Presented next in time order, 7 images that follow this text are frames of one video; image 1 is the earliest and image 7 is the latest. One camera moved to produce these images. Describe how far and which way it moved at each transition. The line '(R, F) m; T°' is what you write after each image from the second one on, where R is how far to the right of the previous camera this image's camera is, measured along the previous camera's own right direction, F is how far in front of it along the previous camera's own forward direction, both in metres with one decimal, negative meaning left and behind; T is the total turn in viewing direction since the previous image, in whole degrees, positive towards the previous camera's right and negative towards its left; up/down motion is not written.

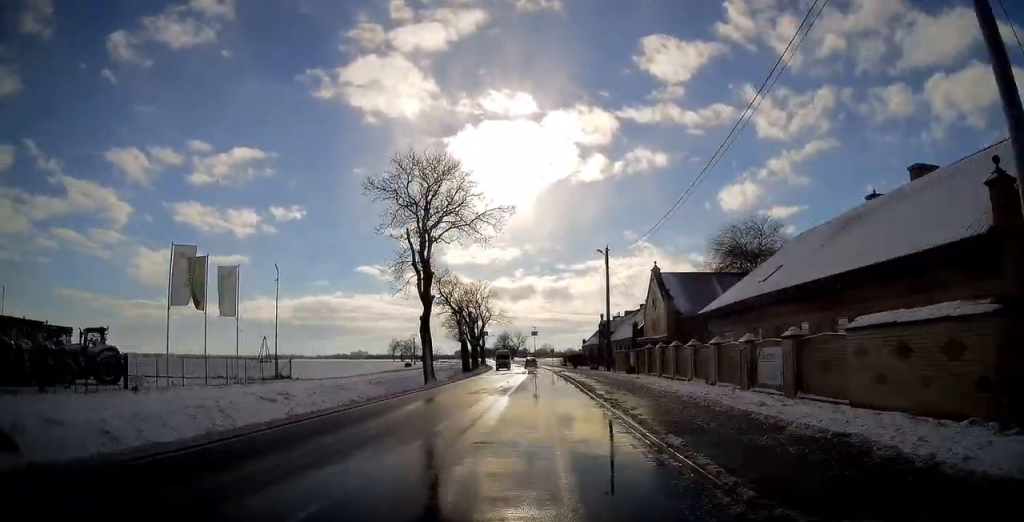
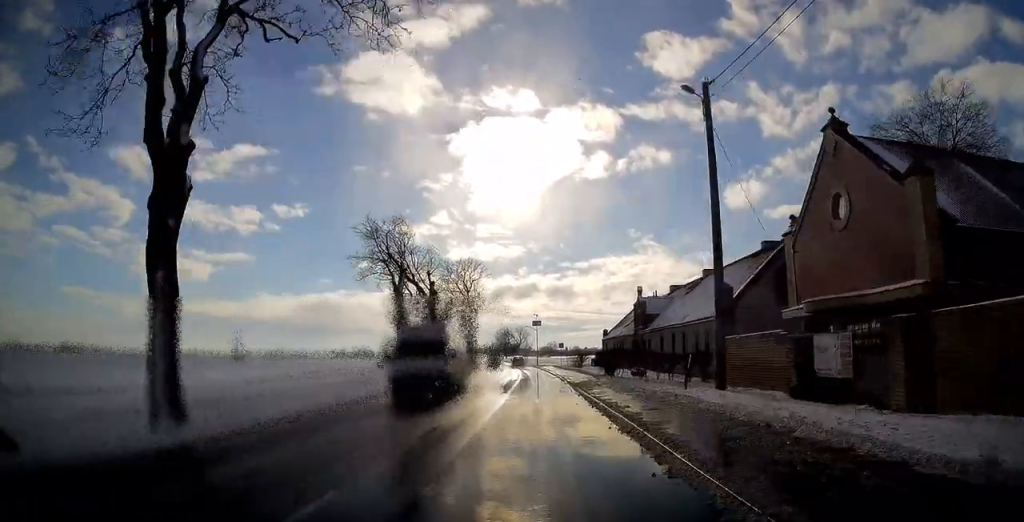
(-0.3, +30.9) m; -1°
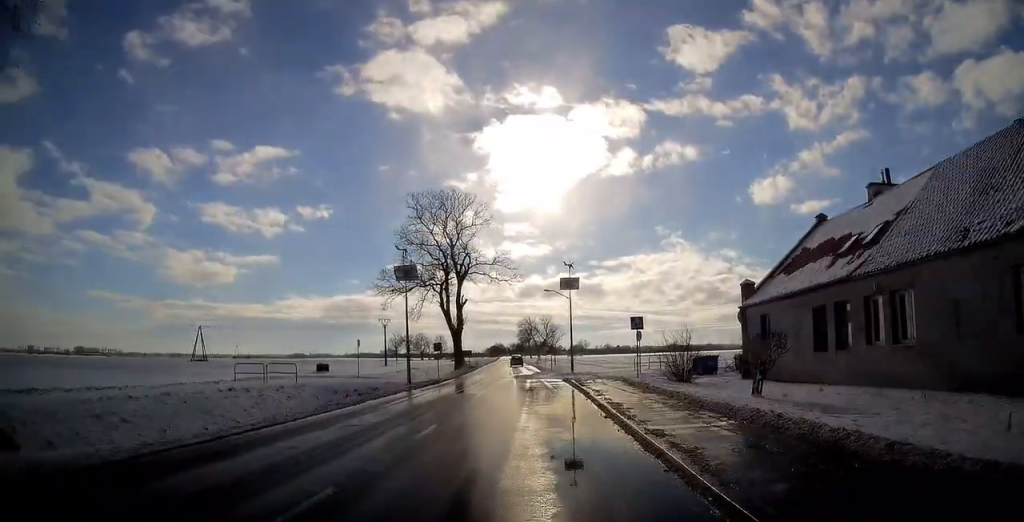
(-0.8, +47.8) m; -2°
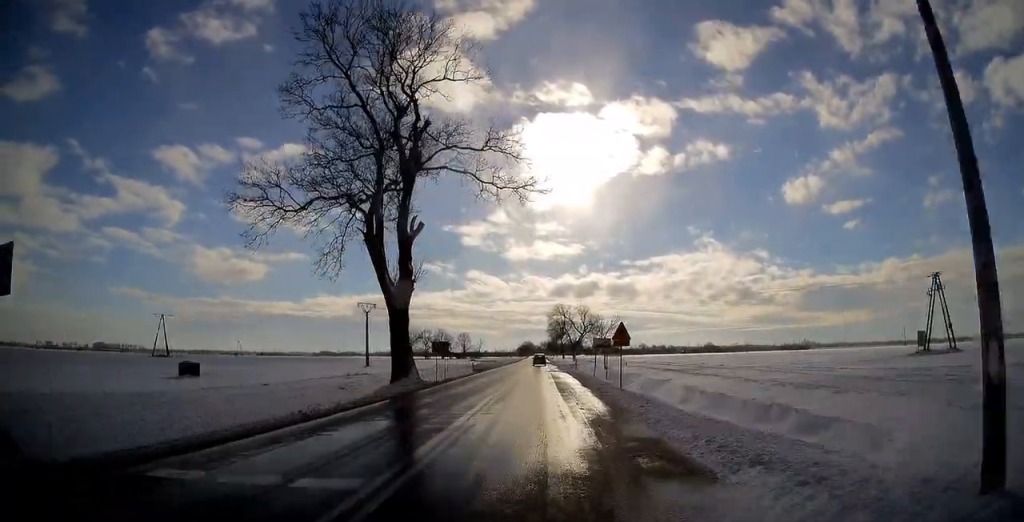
(-0.9, +38.7) m; -2°
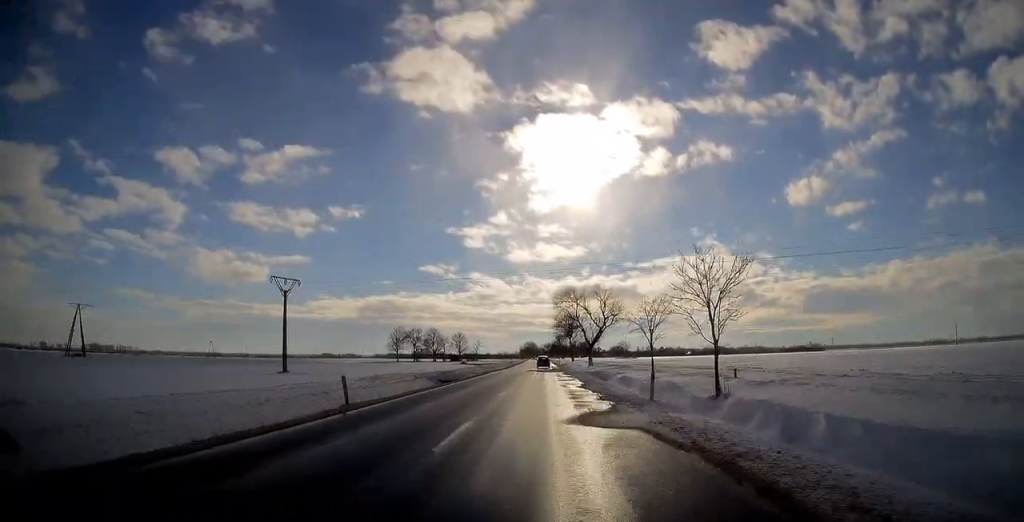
(-0.5, +37.3) m; -1°
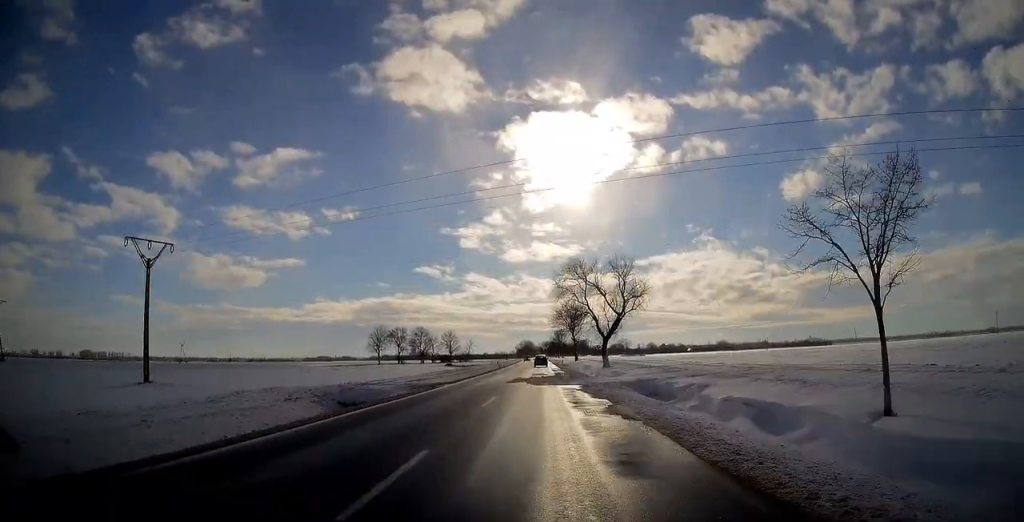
(0.0, +27.6) m; 0°
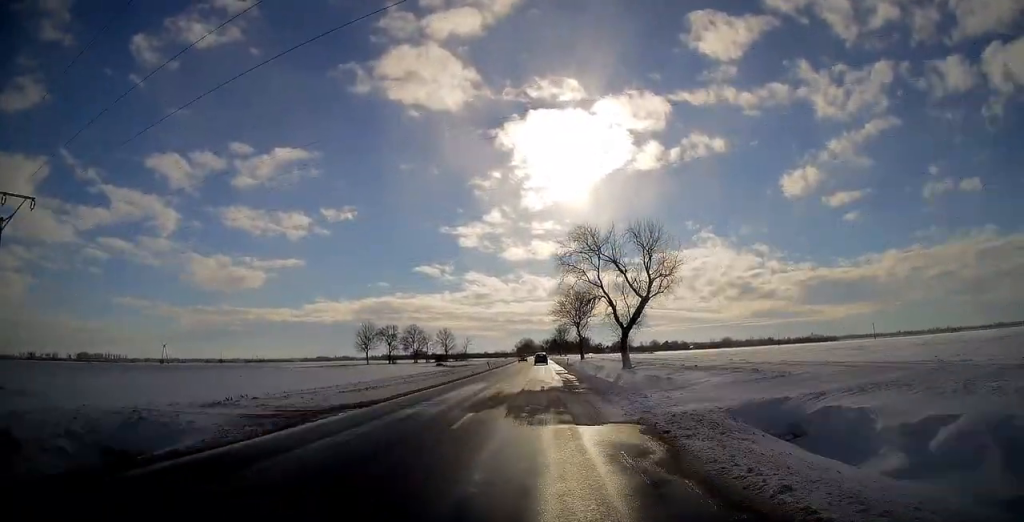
(0.0, +17.3) m; 0°
